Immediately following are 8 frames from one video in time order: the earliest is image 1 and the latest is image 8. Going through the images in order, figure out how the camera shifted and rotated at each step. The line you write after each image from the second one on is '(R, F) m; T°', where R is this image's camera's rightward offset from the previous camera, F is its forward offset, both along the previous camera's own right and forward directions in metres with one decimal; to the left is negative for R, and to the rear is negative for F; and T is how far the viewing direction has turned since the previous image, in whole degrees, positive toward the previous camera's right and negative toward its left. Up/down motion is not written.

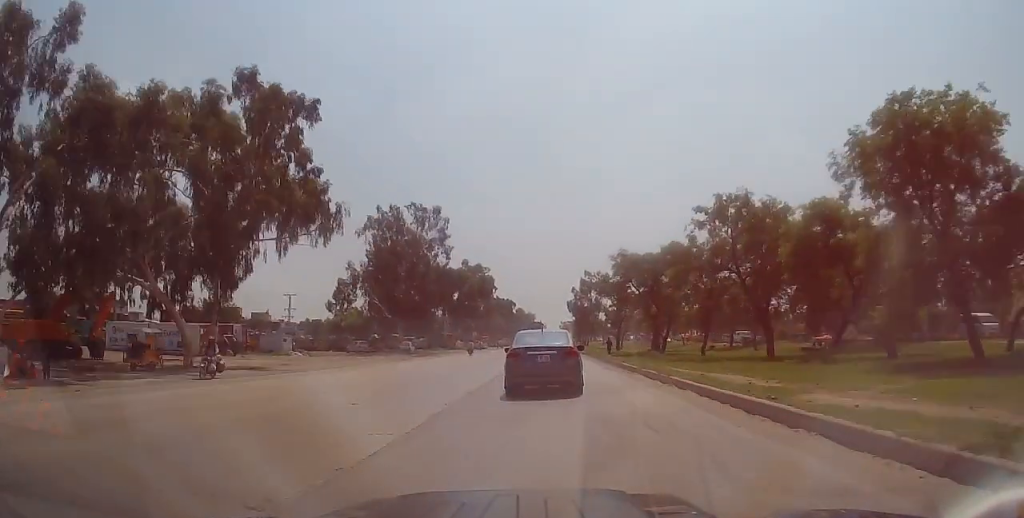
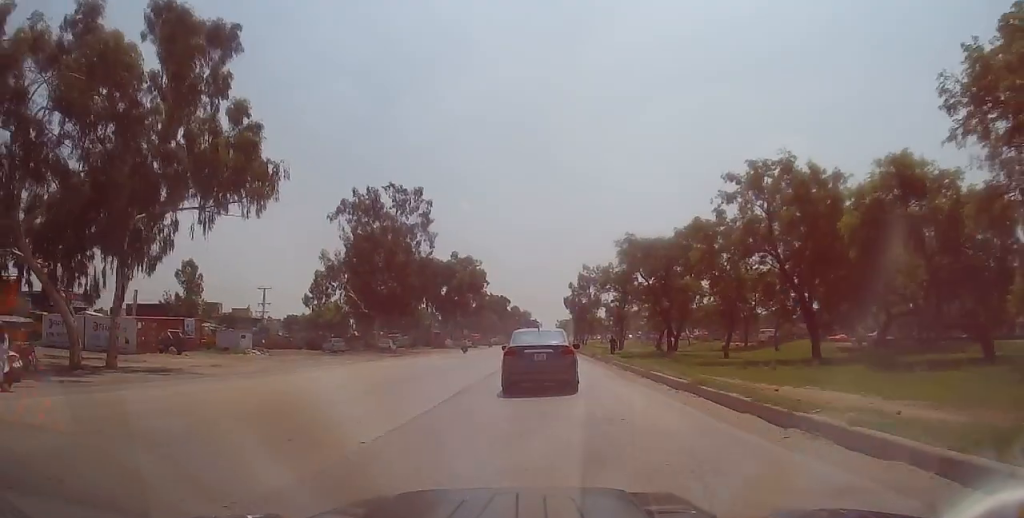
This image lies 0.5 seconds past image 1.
(0.0, +8.4) m; +1°
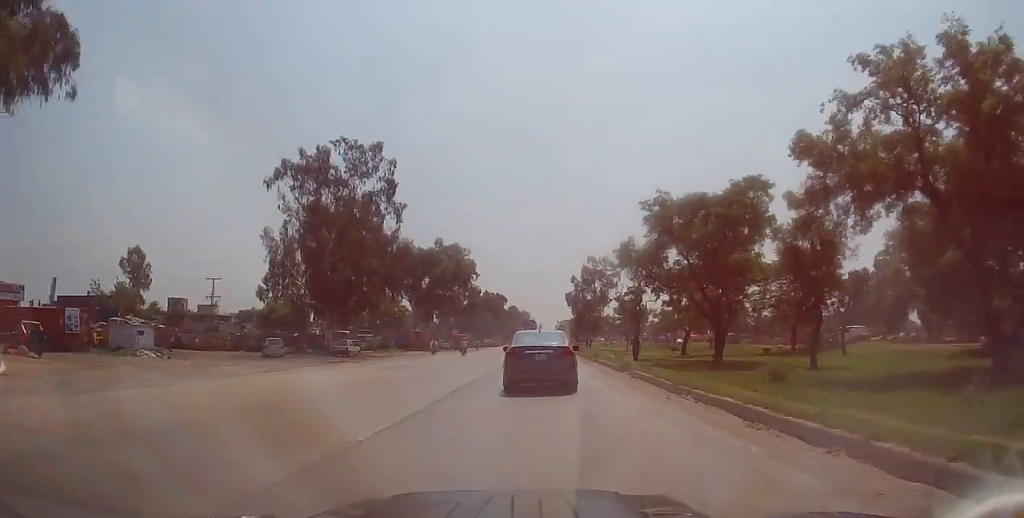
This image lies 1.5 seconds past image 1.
(+0.2, +15.7) m; 0°
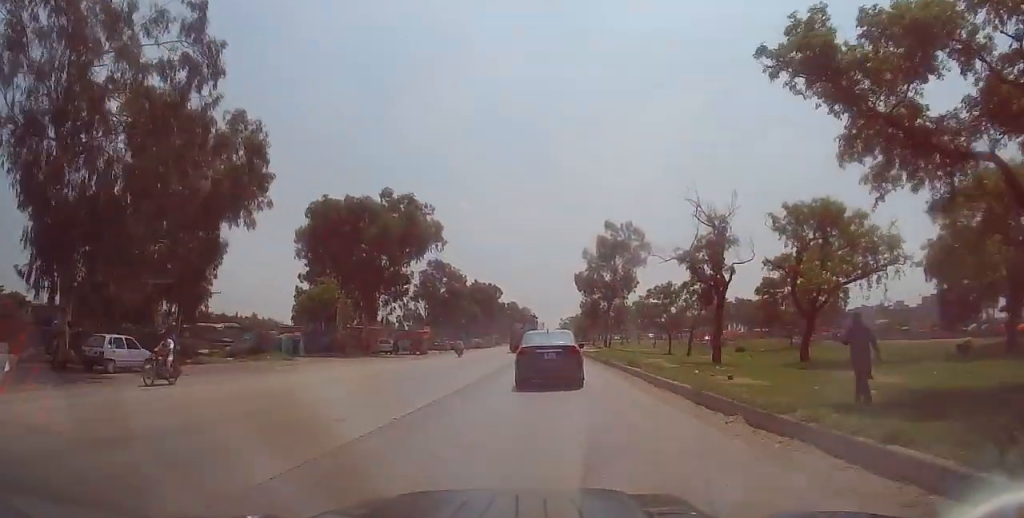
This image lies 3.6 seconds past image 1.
(-0.4, +32.3) m; 0°
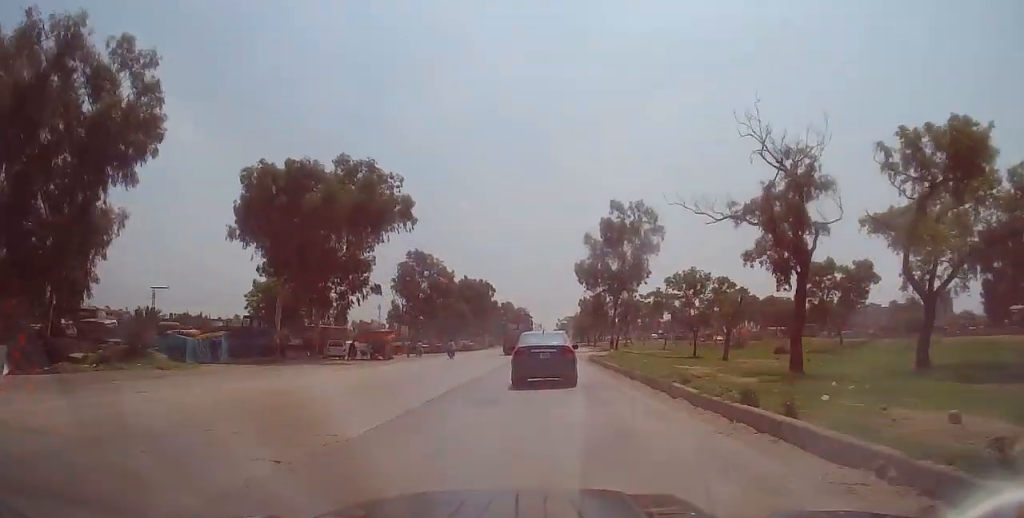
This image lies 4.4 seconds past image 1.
(+0.2, +12.7) m; -1°
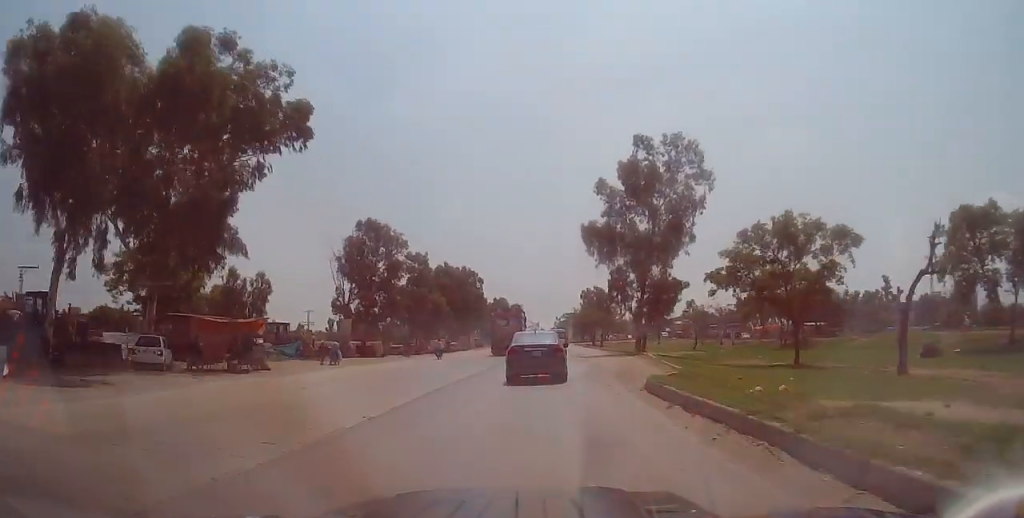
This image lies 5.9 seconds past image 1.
(-0.5, +22.8) m; 0°
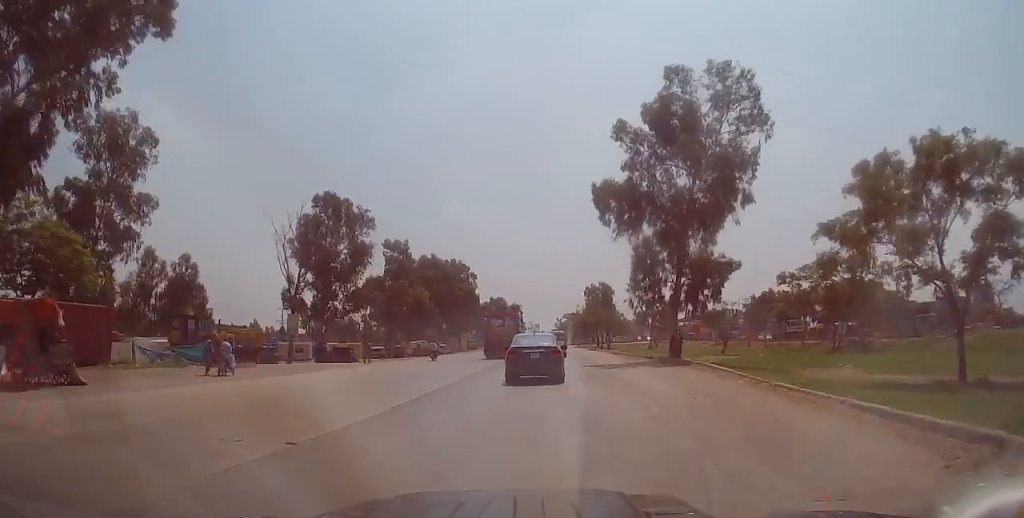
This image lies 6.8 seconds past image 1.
(+0.2, +13.3) m; +1°
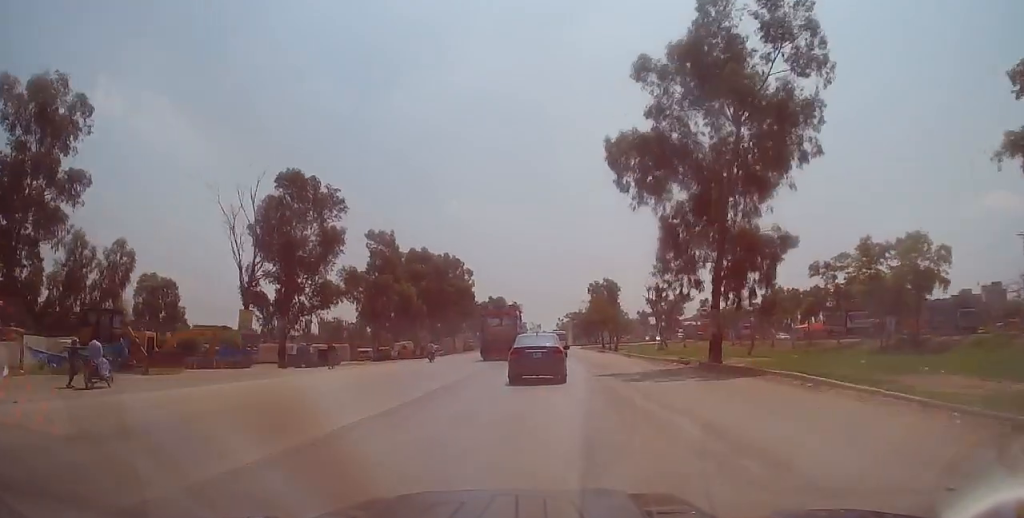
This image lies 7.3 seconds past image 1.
(+0.1, +8.2) m; 0°
